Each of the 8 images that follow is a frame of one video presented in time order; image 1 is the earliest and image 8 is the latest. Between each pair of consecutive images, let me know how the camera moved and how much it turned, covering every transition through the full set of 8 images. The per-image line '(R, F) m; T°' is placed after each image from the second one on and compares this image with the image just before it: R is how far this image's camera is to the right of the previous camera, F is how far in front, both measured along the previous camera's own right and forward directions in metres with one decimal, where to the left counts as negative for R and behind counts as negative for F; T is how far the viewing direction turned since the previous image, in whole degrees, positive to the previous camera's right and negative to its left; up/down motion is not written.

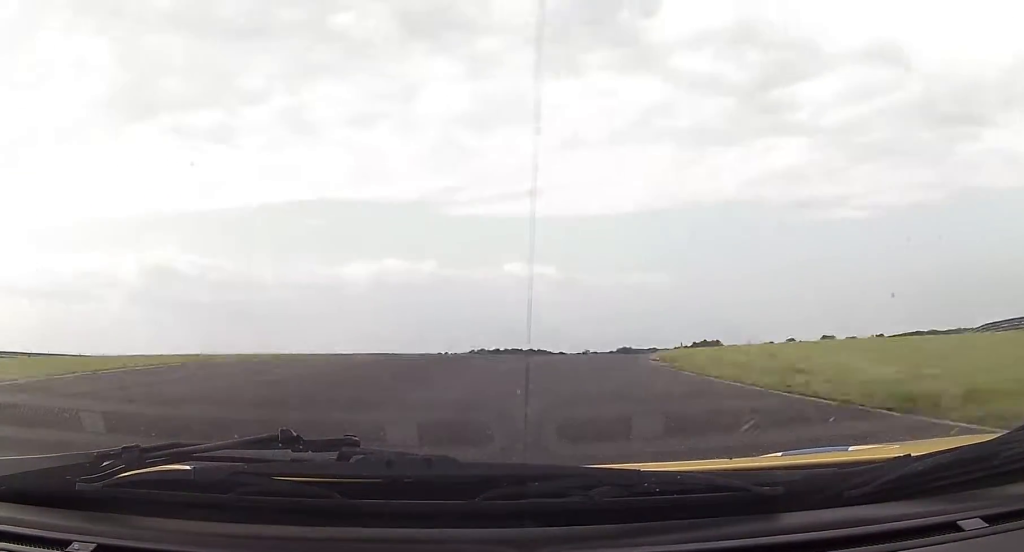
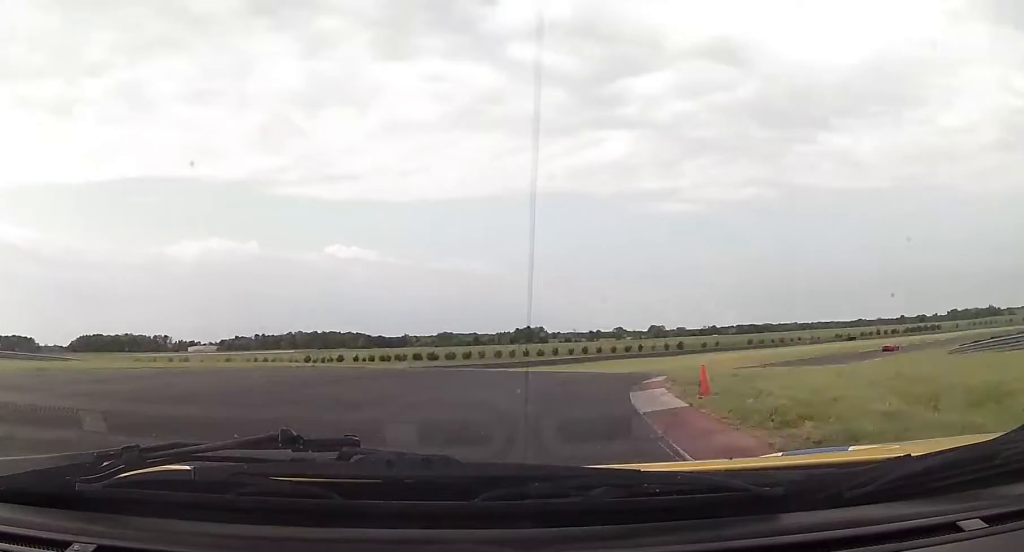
(+3.3, +22.6) m; +15°
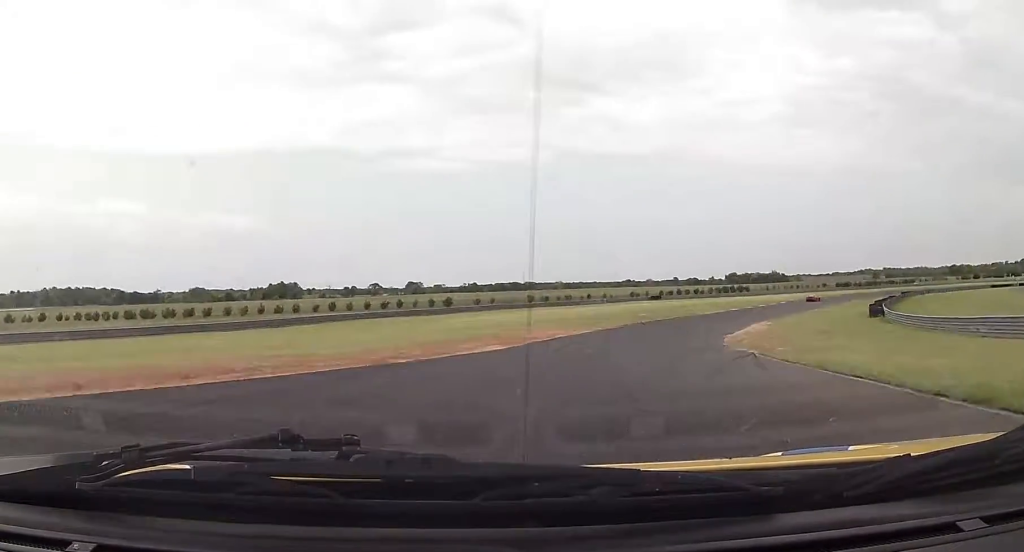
(+5.3, +31.4) m; +18°
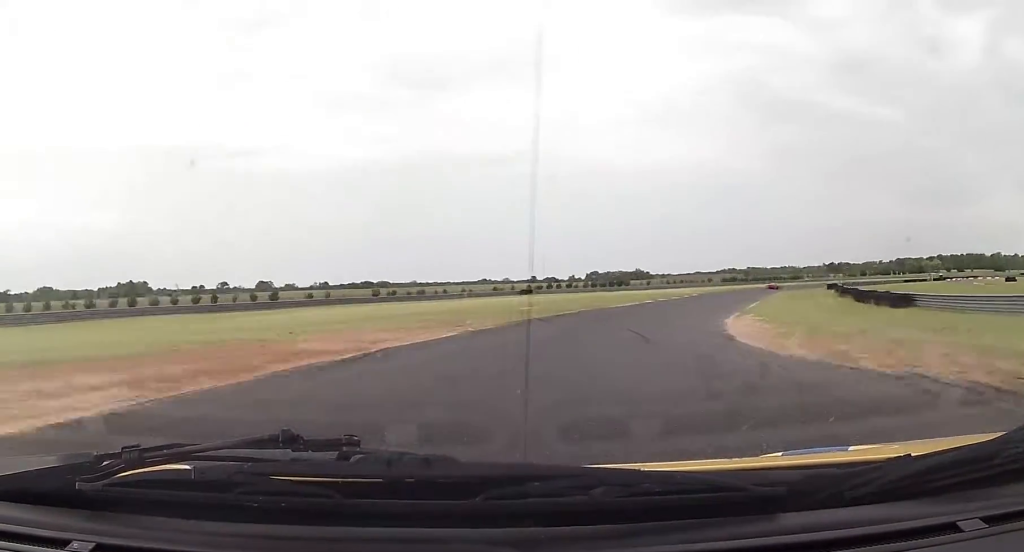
(+3.3, +27.8) m; +13°
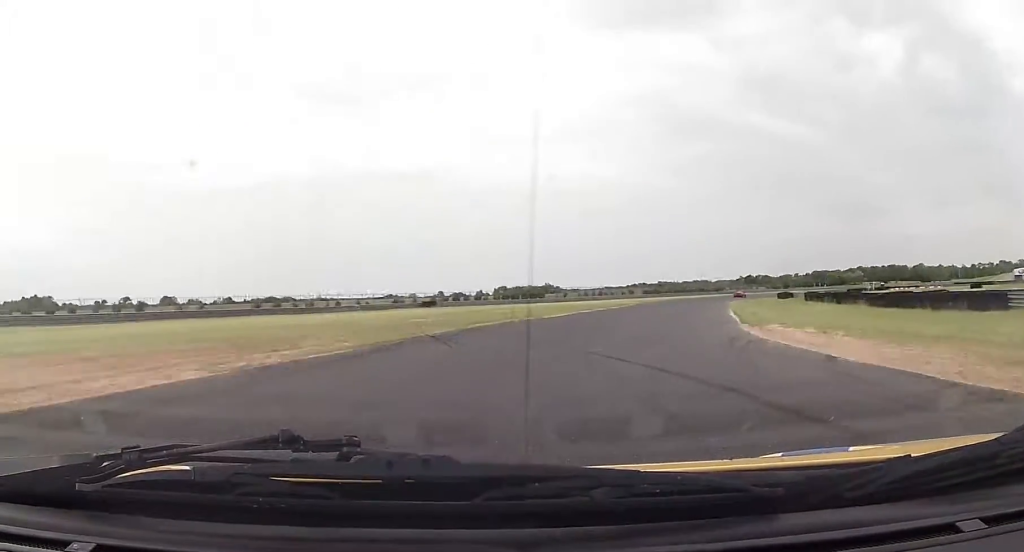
(+1.1, +17.8) m; +7°
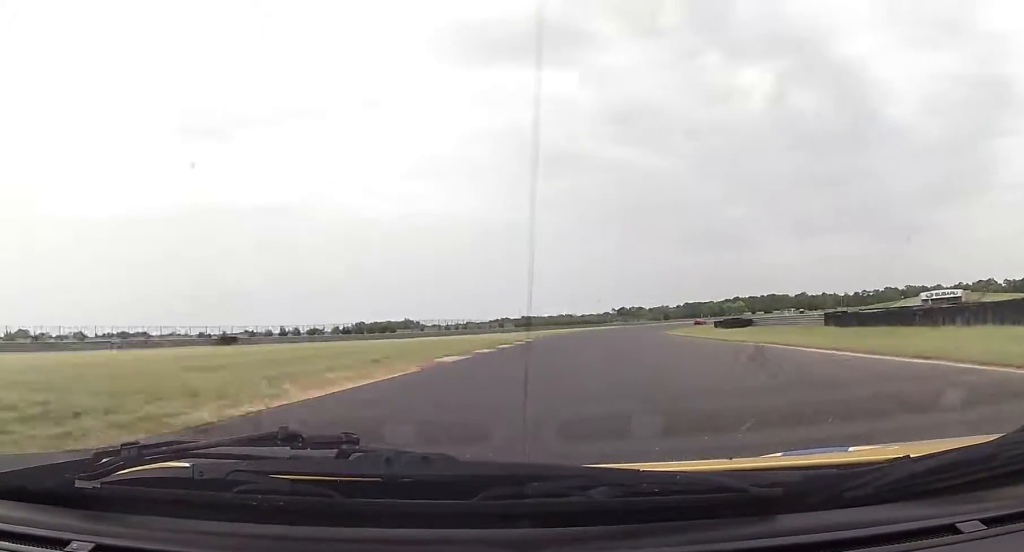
(+3.6, +34.5) m; +10°
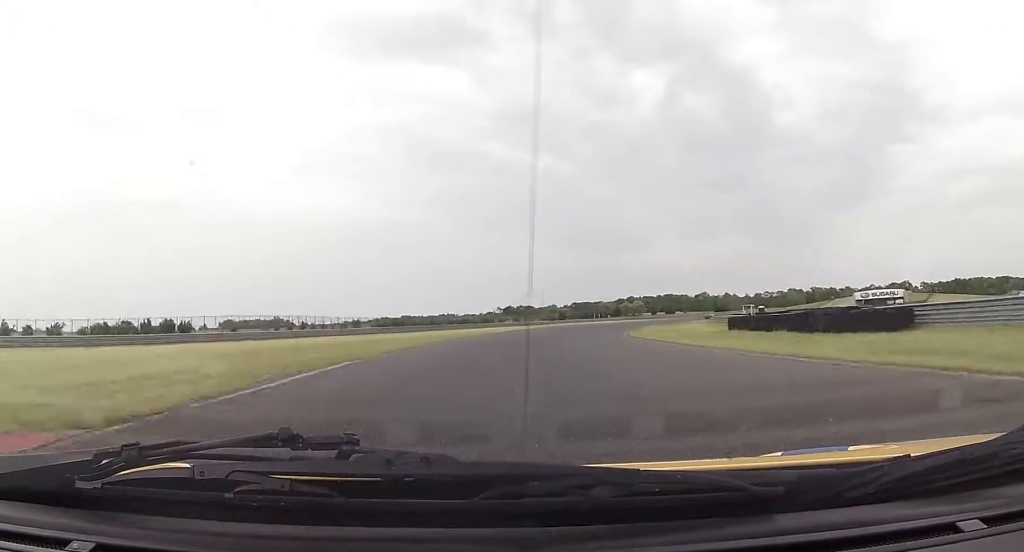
(+5.0, +47.2) m; +9°
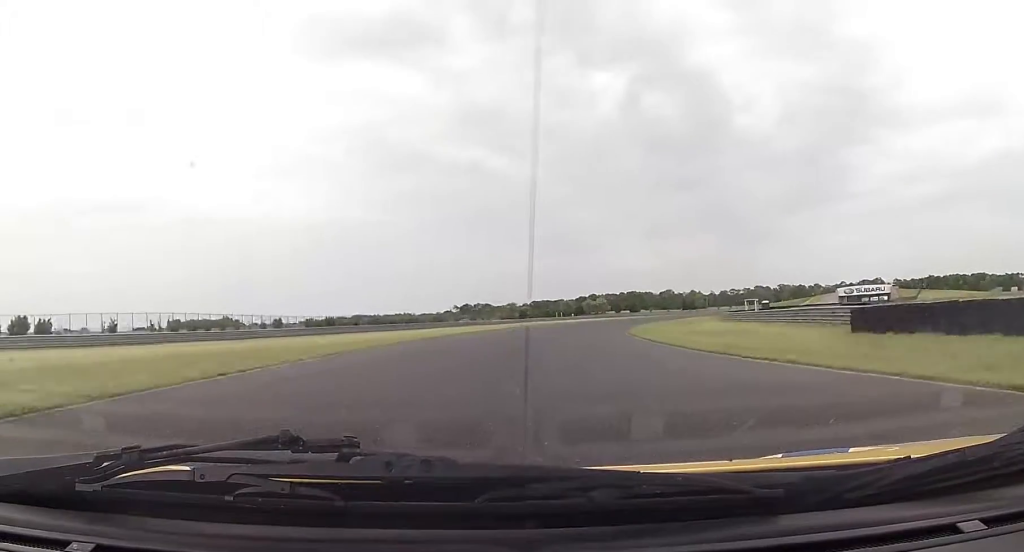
(+0.8, +23.1) m; +3°
